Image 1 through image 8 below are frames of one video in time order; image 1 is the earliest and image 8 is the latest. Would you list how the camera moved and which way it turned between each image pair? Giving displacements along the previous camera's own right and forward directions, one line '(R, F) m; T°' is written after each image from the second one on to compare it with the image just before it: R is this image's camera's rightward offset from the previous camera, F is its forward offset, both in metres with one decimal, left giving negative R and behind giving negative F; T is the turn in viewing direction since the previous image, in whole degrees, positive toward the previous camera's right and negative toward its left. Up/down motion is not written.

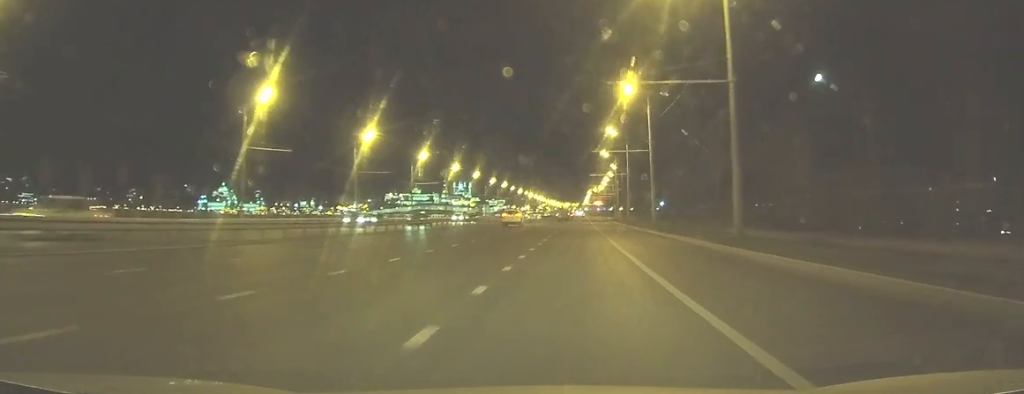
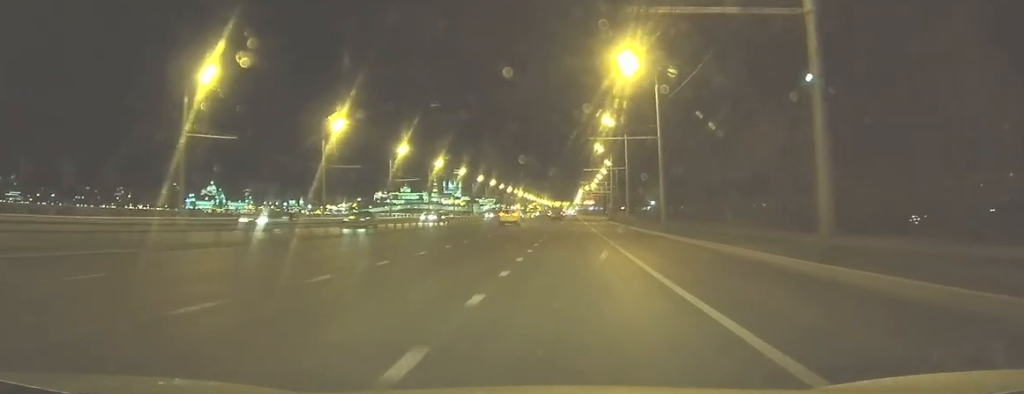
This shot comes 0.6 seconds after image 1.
(+0.1, +9.1) m; 0°
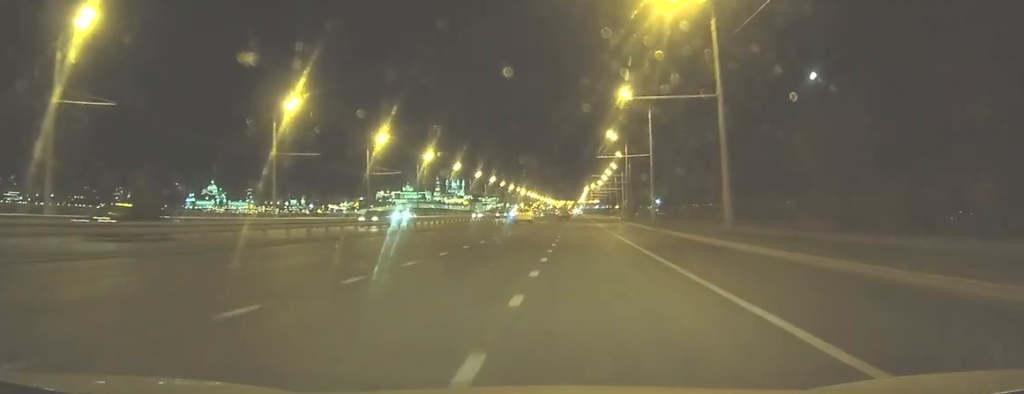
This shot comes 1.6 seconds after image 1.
(0.0, +16.0) m; 0°
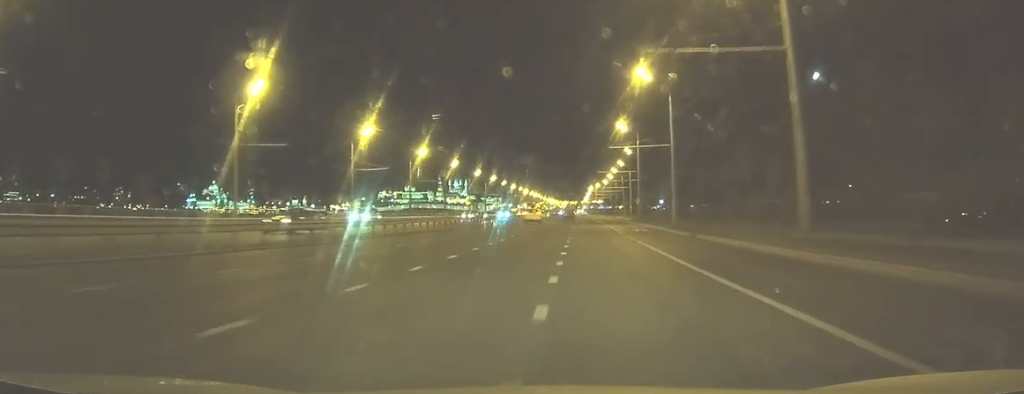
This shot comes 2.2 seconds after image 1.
(0.0, +8.9) m; 0°
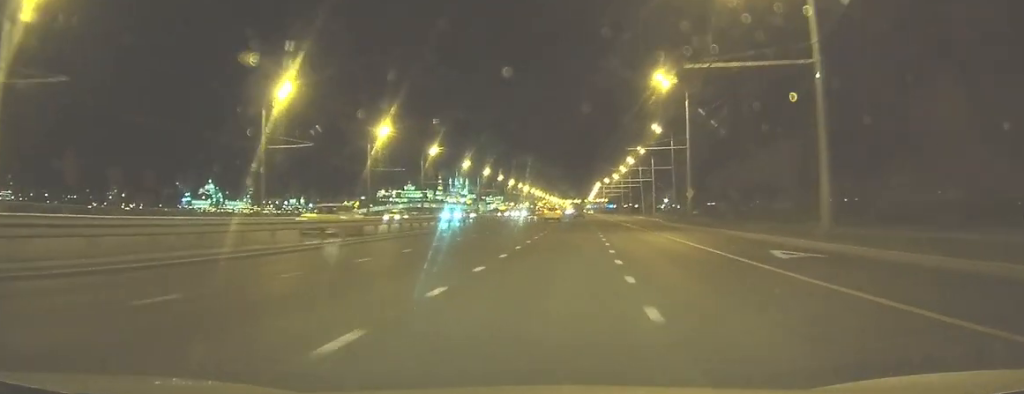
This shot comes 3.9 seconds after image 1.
(0.0, +28.0) m; +1°
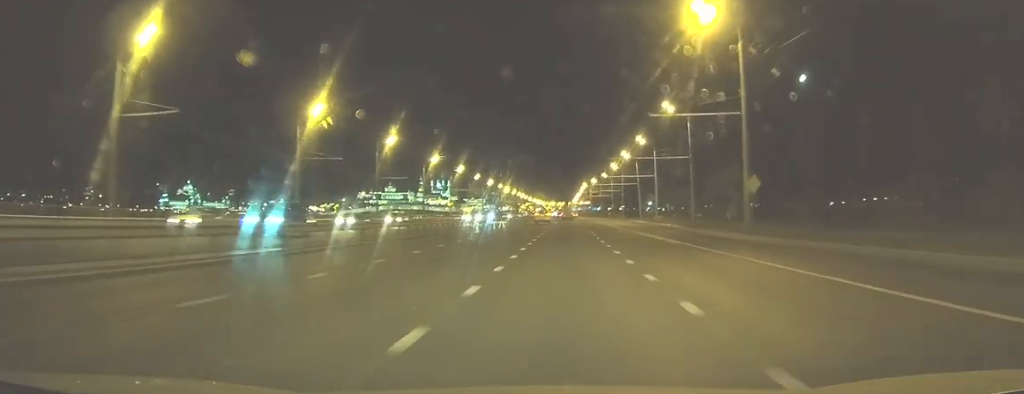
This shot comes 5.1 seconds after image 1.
(+0.2, +19.6) m; +1°
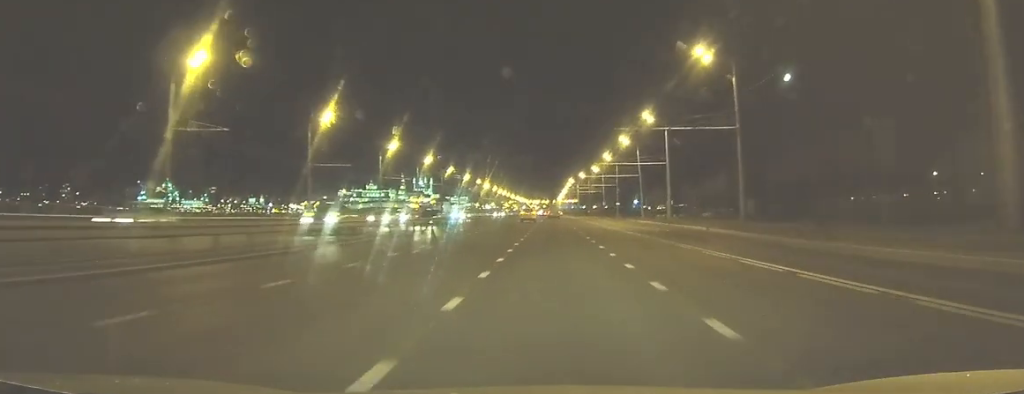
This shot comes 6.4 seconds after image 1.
(+0.2, +21.8) m; +1°
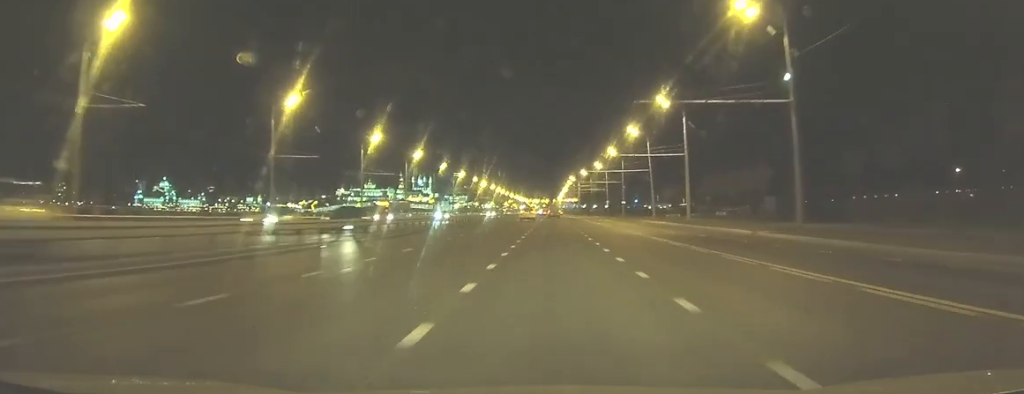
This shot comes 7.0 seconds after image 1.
(+0.1, +10.4) m; +1°
